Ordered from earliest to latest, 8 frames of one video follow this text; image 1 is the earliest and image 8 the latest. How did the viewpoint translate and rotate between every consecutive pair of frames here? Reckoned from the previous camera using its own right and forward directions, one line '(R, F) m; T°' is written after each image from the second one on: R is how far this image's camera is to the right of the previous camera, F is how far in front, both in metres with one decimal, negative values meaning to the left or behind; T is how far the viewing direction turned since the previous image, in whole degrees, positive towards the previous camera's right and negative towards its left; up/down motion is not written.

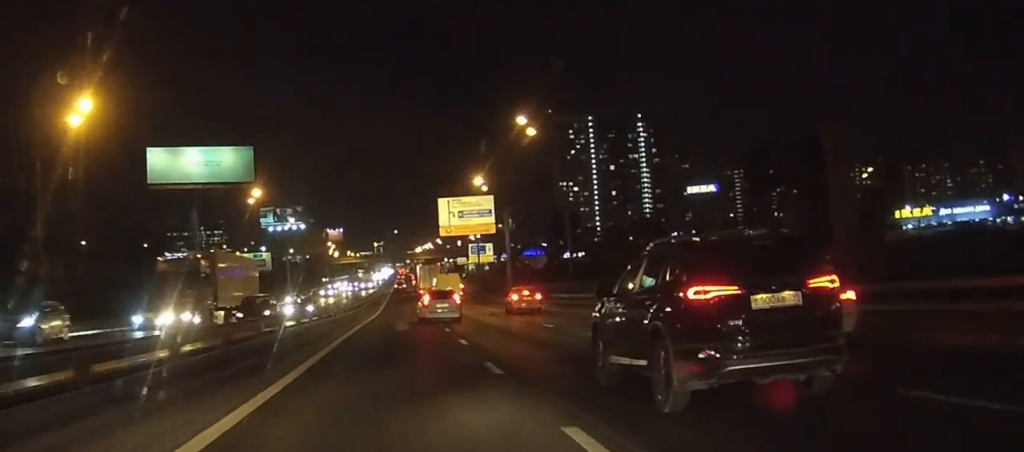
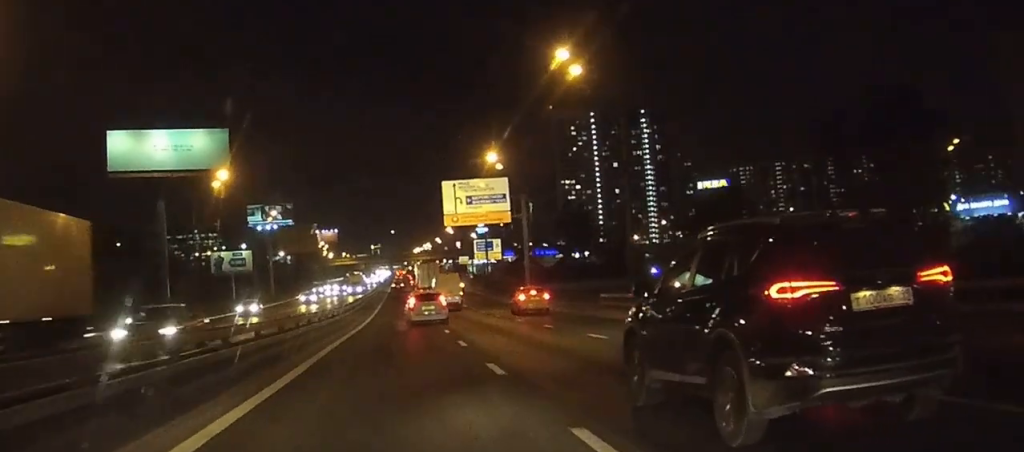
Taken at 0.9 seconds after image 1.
(+0.1, +15.8) m; 0°
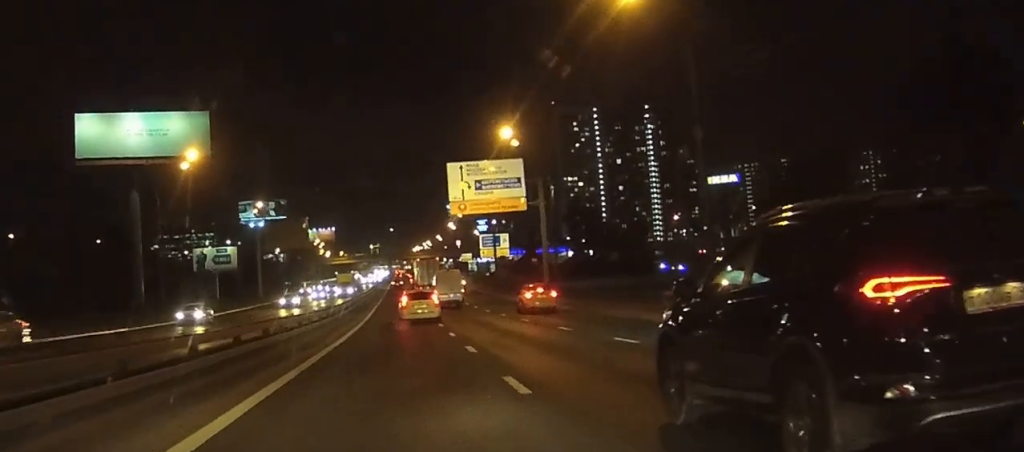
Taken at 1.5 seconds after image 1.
(0.0, +10.6) m; 0°
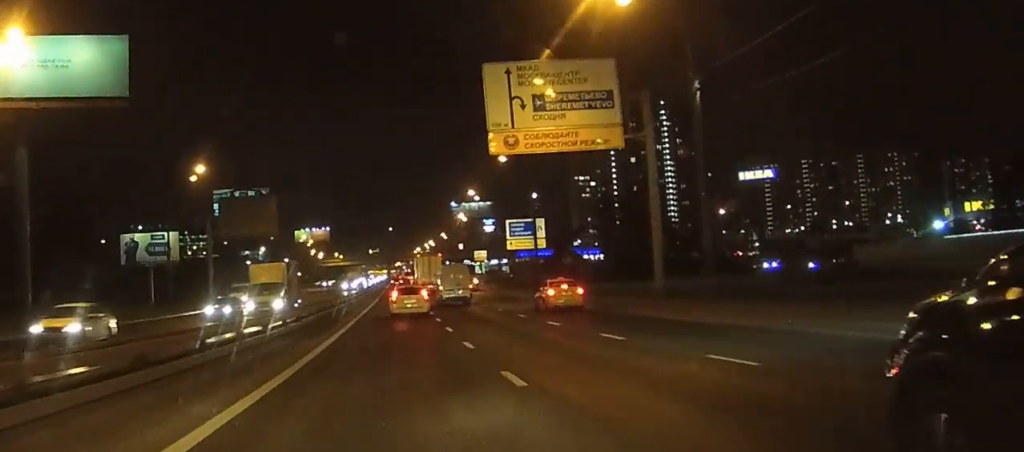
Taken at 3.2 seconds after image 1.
(-0.1, +30.9) m; 0°
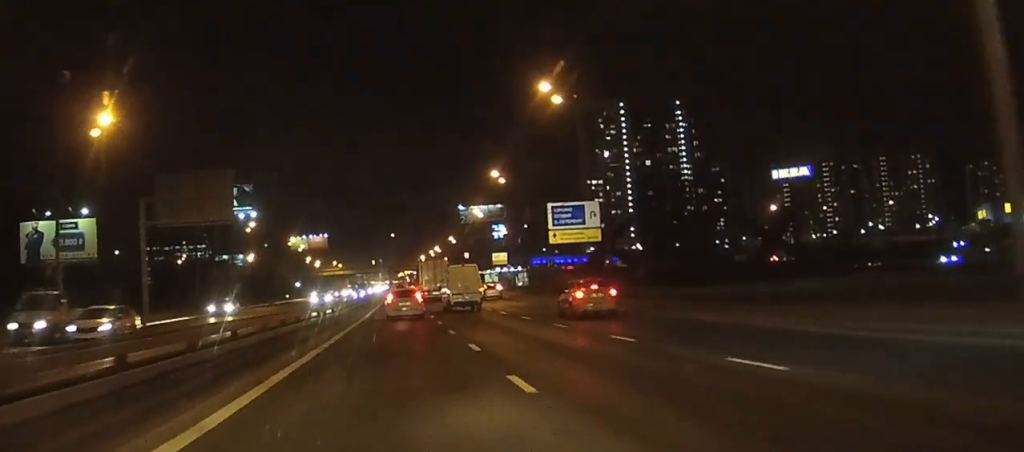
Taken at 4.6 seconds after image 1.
(0.0, +24.4) m; 0°
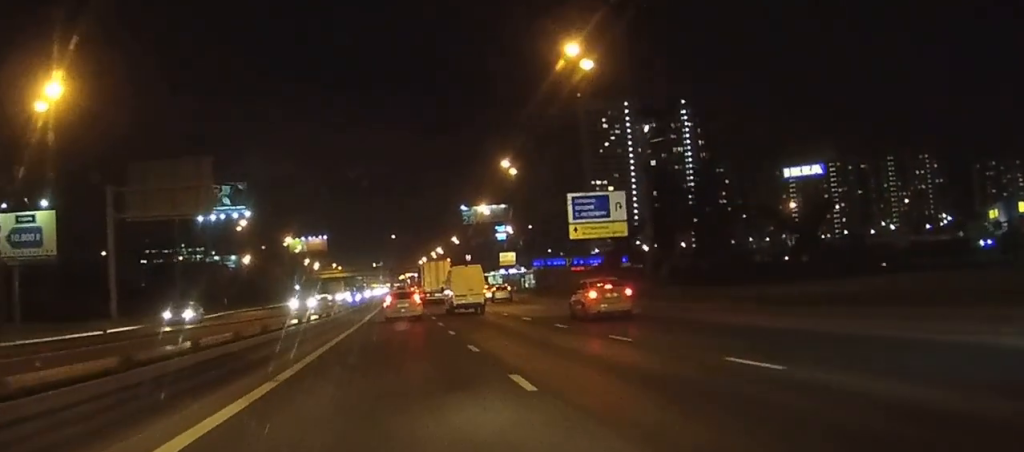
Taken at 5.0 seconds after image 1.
(0.0, +7.7) m; 0°
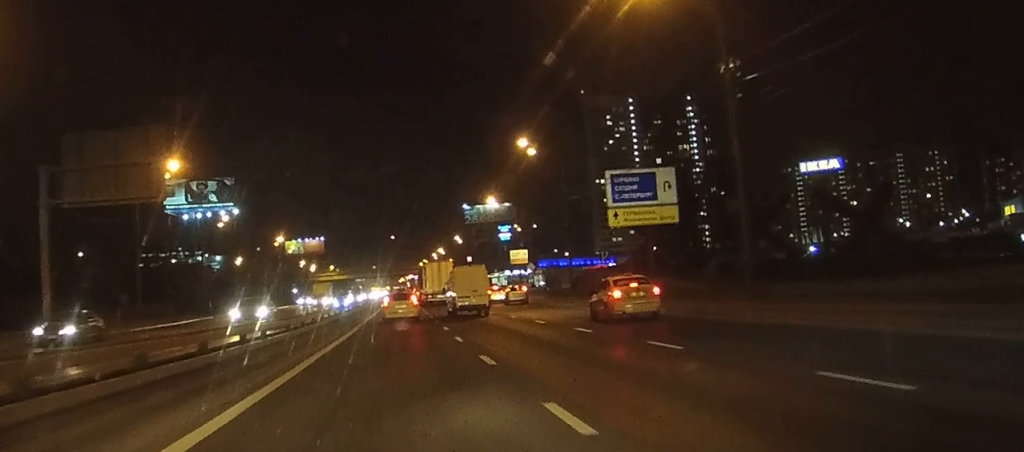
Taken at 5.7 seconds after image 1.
(0.0, +11.3) m; 0°
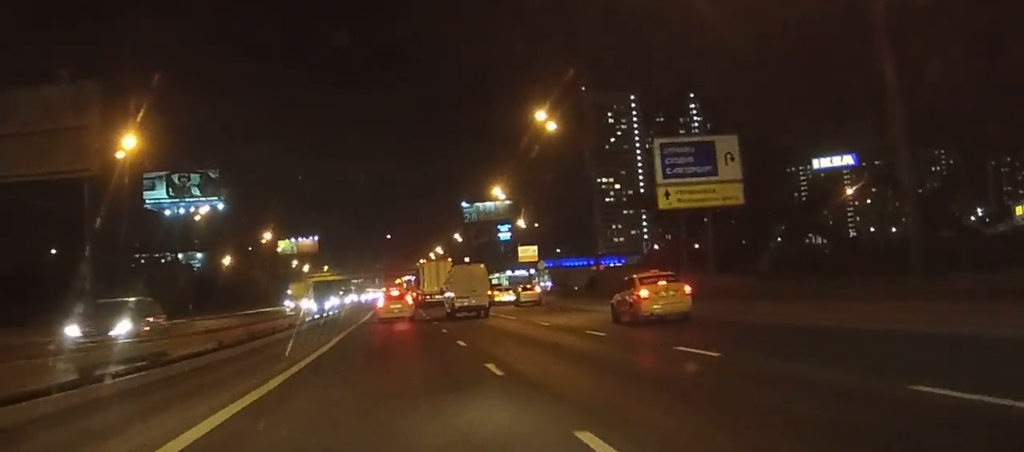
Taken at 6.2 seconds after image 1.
(0.0, +10.0) m; 0°
